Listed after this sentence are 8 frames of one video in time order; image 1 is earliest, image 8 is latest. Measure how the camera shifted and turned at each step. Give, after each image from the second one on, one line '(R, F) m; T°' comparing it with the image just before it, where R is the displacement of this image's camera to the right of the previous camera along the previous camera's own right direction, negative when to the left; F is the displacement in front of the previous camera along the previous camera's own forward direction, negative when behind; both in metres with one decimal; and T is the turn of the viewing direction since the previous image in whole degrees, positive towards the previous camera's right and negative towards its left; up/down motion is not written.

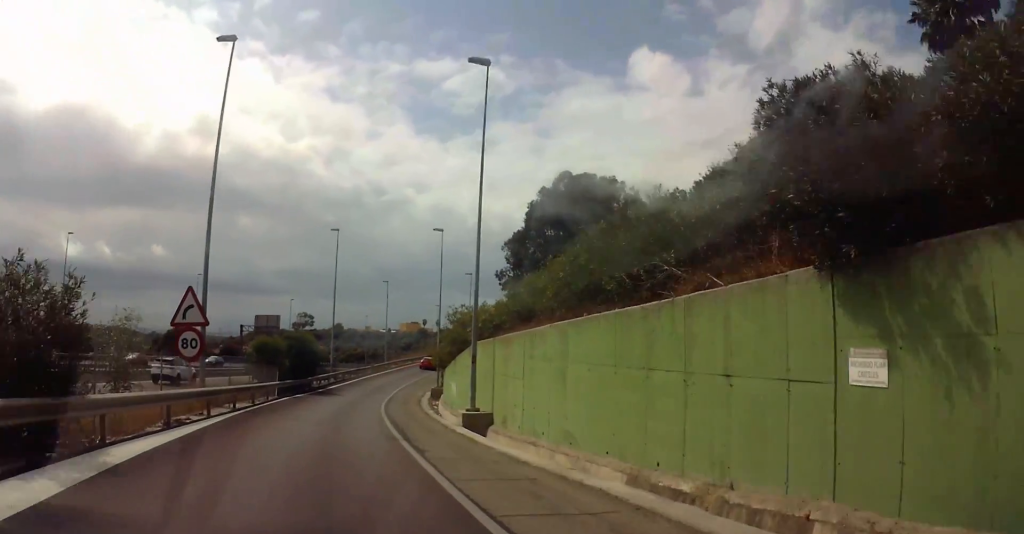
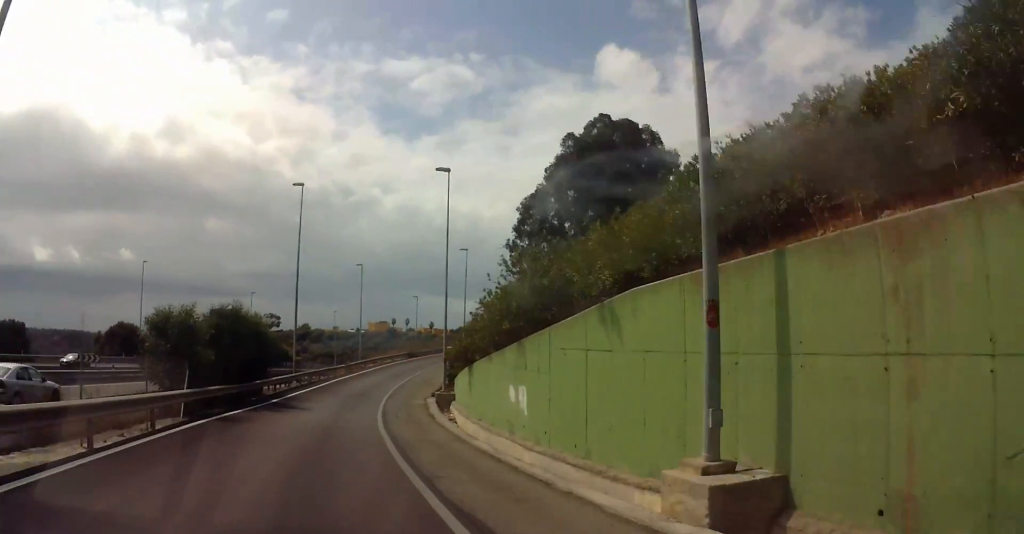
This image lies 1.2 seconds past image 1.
(+1.0, +16.1) m; +5°
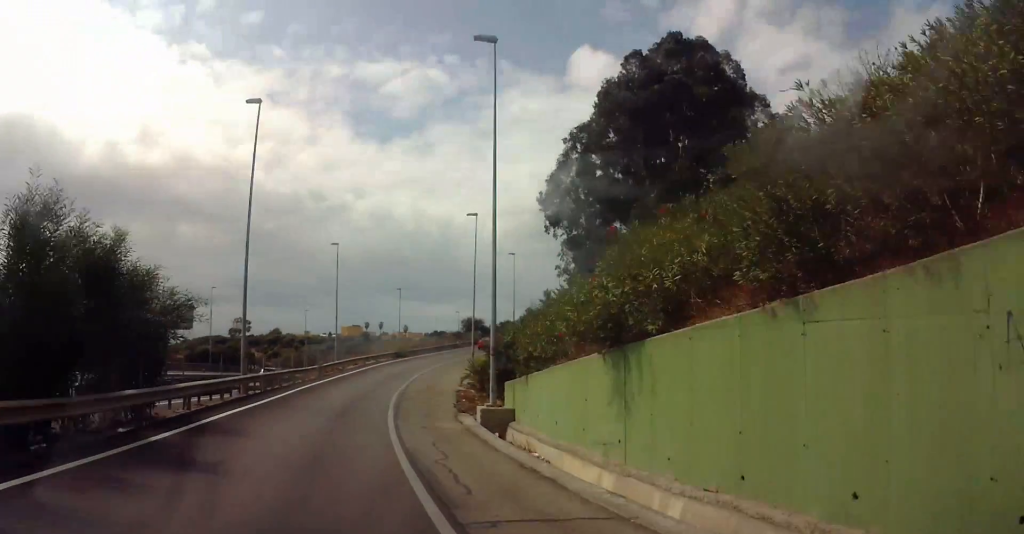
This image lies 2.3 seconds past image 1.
(+0.6, +15.6) m; +5°
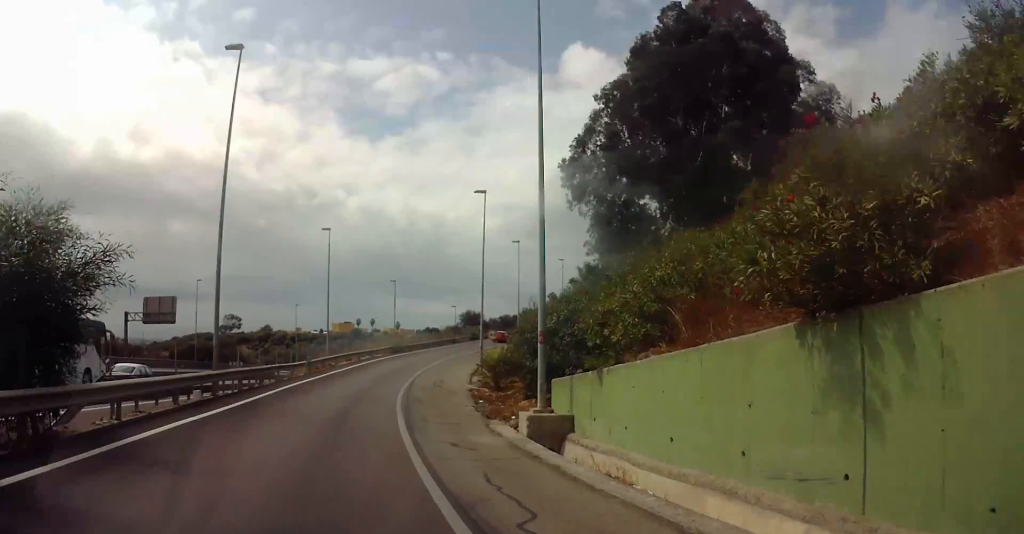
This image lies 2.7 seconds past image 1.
(+0.4, +5.6) m; +1°
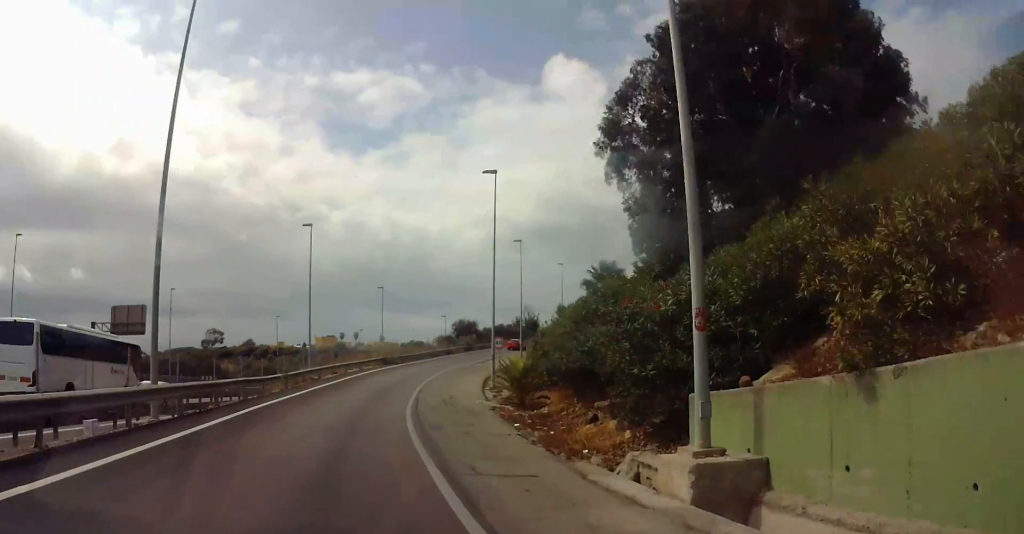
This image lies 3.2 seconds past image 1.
(+0.1, +7.3) m; +1°
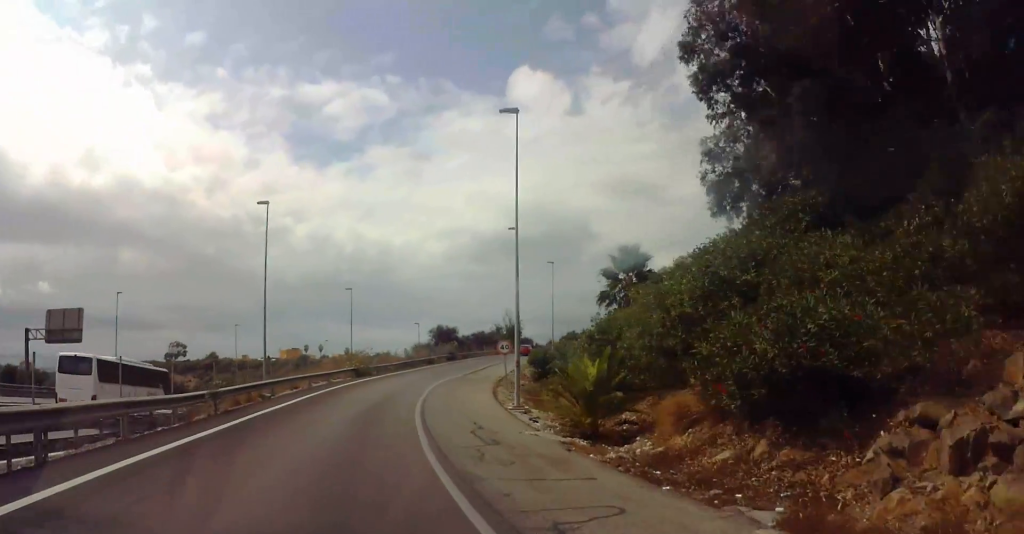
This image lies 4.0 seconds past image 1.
(-0.3, +11.1) m; +1°
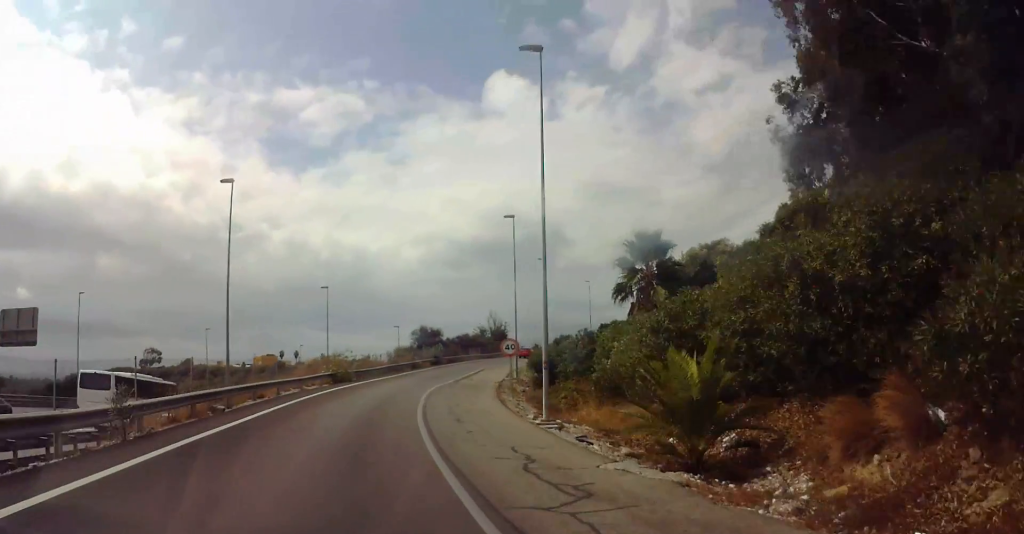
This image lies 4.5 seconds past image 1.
(+0.2, +6.6) m; +1°
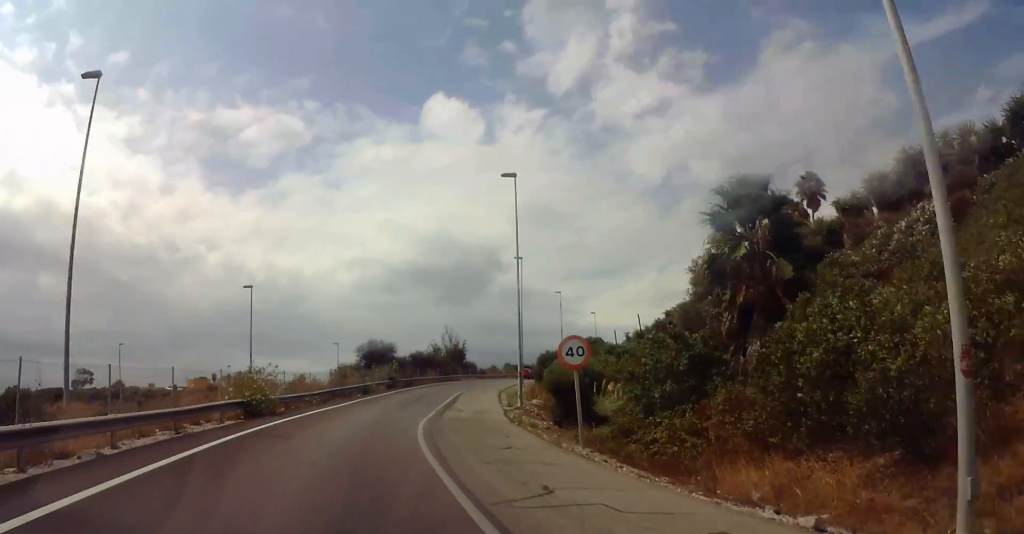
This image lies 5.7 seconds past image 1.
(+0.3, +16.3) m; +1°
